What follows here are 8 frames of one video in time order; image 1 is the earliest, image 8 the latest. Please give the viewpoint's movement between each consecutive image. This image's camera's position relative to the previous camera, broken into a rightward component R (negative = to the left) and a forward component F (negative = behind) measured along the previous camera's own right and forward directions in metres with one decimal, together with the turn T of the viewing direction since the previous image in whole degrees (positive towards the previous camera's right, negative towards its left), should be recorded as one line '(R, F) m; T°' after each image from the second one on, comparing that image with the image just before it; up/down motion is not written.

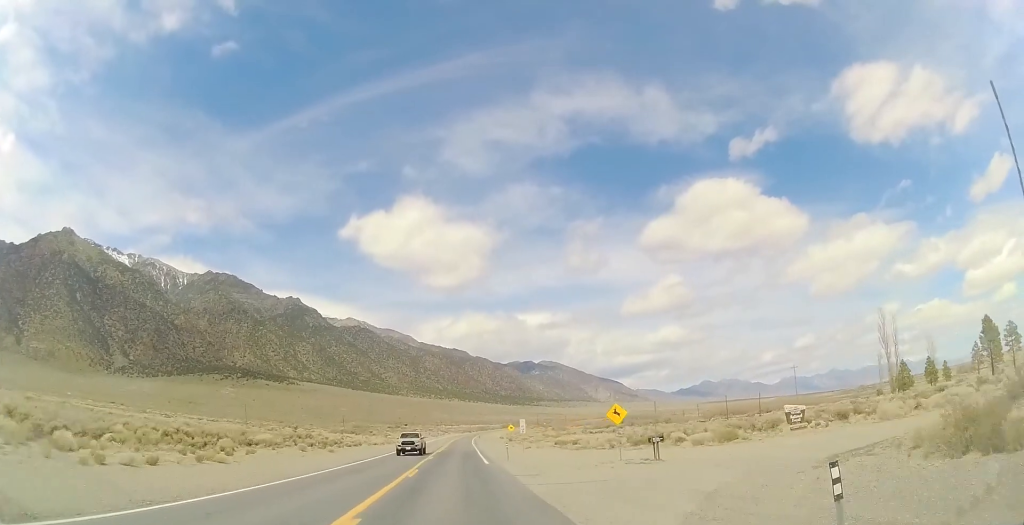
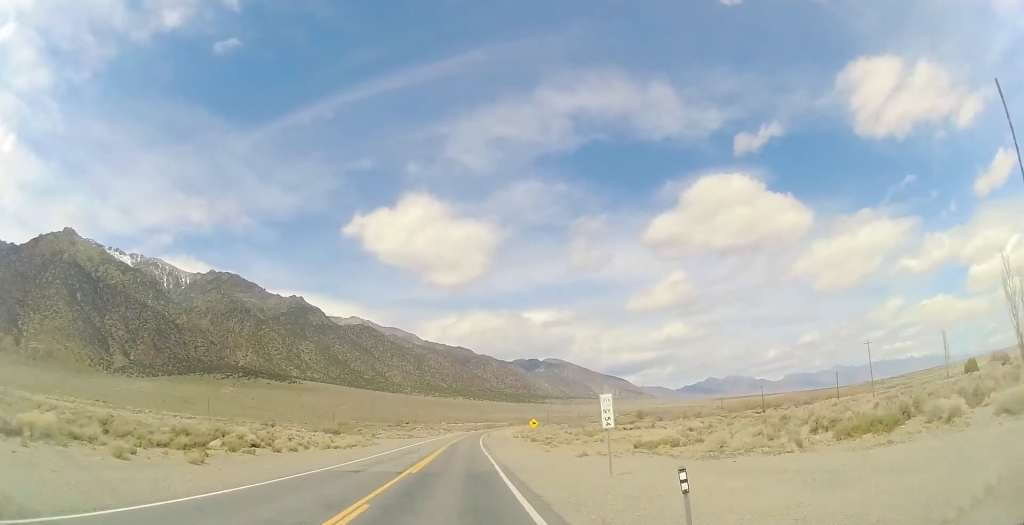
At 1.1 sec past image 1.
(+0.3, +25.6) m; +1°
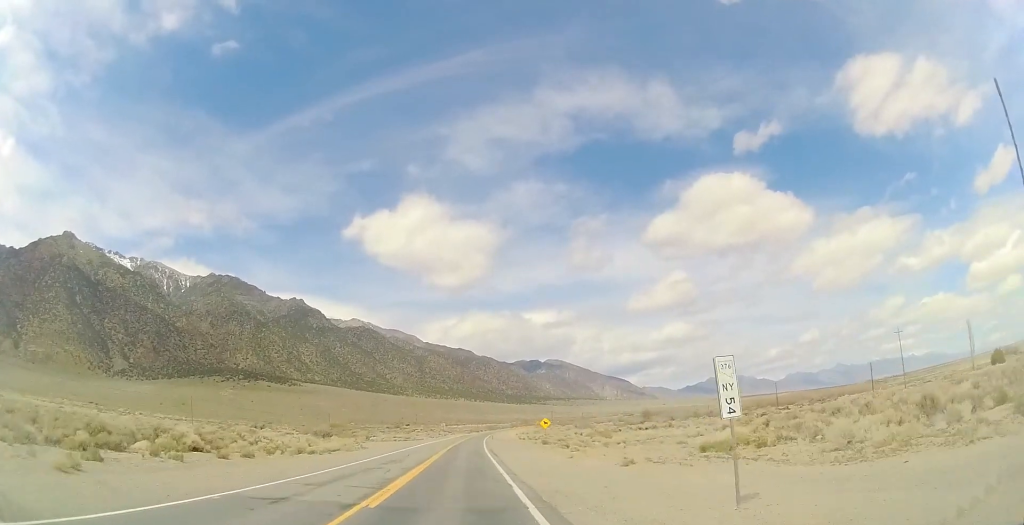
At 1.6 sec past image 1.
(+0.2, +9.8) m; 0°
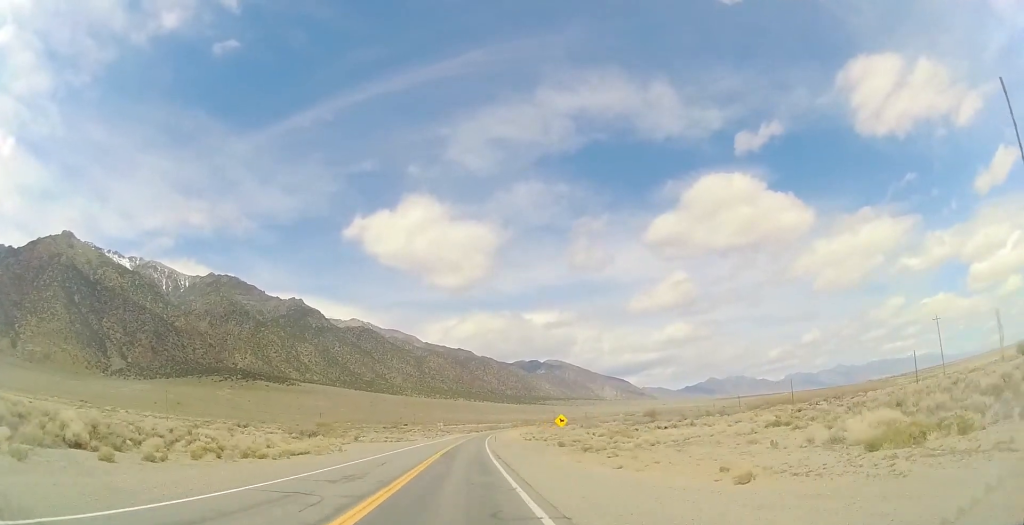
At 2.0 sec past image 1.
(0.0, +10.6) m; -1°
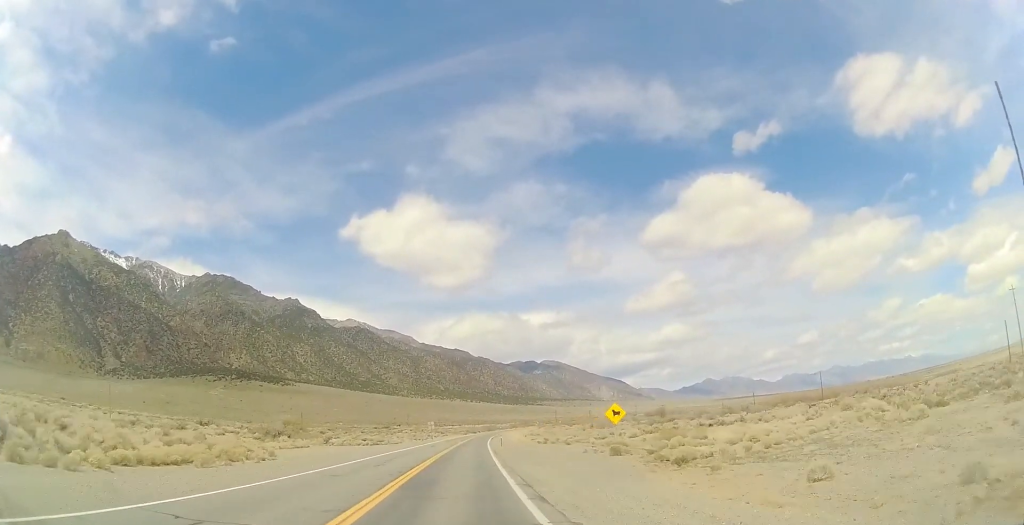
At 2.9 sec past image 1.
(-0.2, +19.0) m; -2°
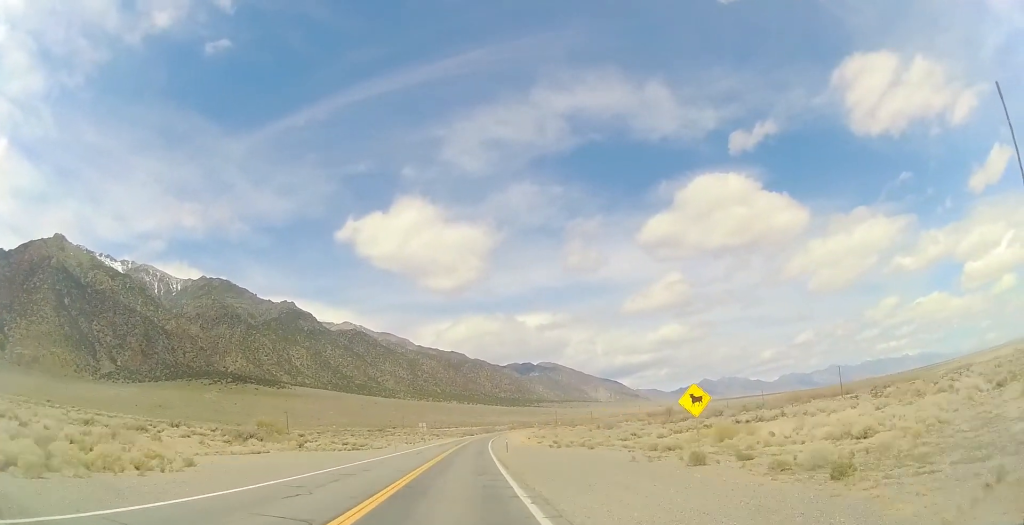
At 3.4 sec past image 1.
(-0.3, +11.4) m; 0°
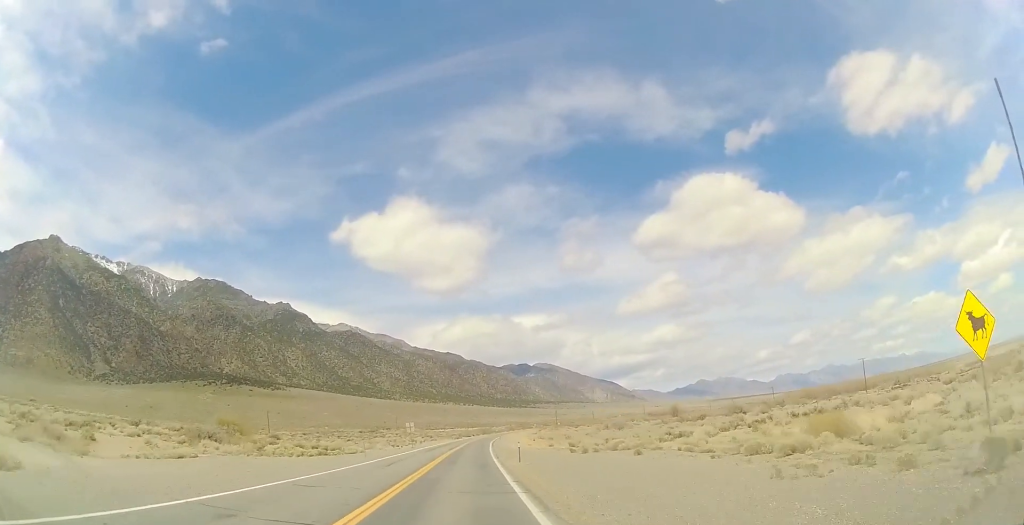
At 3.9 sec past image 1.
(-0.1, +13.0) m; 0°
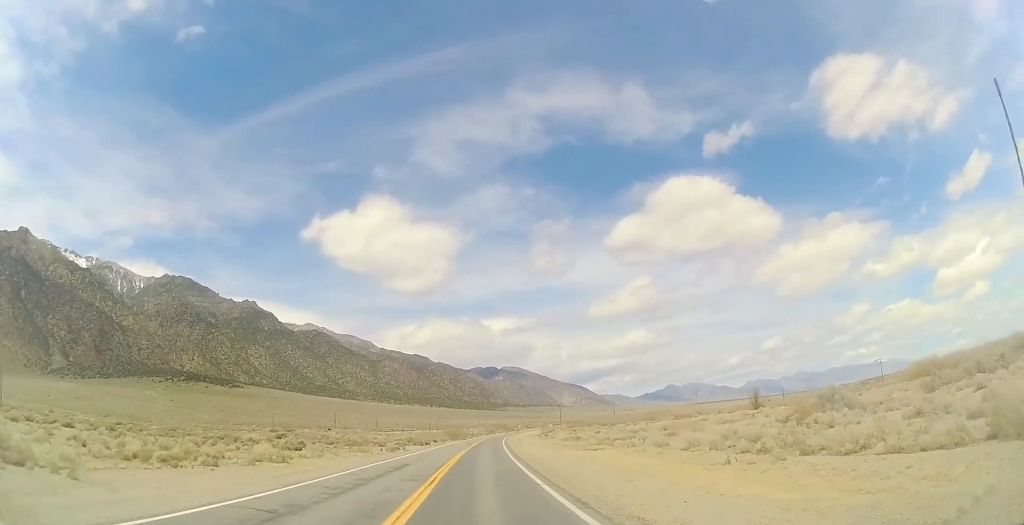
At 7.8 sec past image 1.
(+3.9, +90.5) m; +6°
